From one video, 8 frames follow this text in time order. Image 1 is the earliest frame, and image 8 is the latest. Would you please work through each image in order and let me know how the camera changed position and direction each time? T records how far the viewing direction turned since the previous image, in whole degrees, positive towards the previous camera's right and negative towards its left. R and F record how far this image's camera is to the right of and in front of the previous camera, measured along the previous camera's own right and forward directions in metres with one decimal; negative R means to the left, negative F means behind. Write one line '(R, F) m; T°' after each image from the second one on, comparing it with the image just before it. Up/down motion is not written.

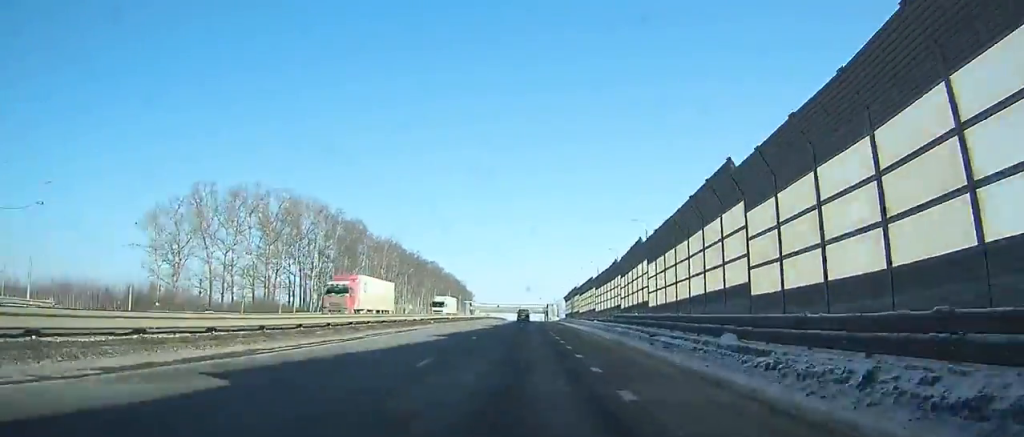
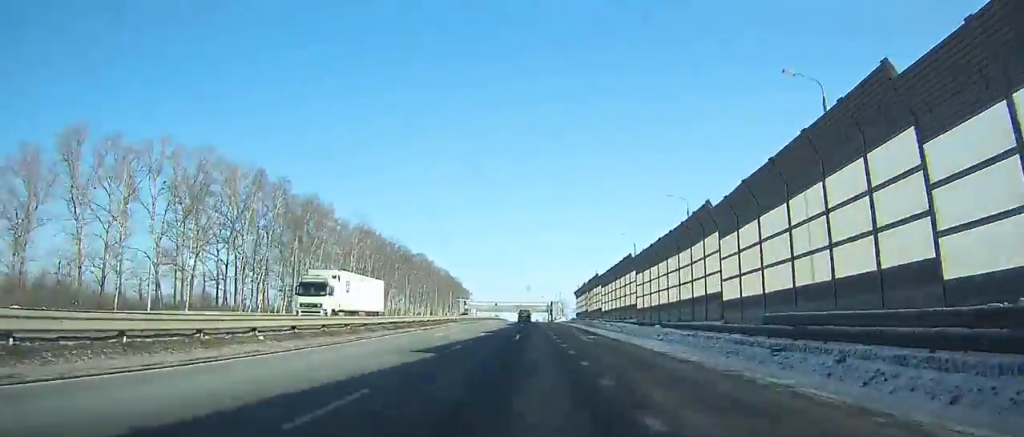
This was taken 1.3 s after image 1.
(0.0, +29.5) m; 0°
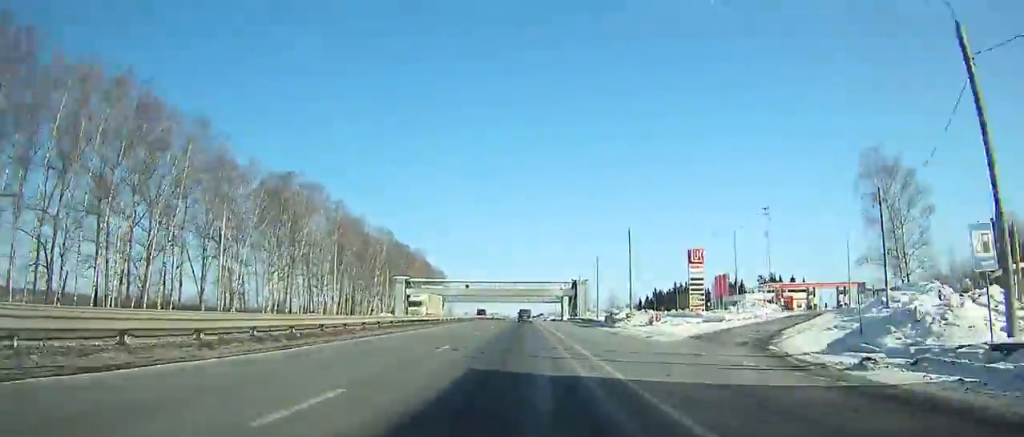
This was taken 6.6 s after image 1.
(+0.4, +114.9) m; 0°
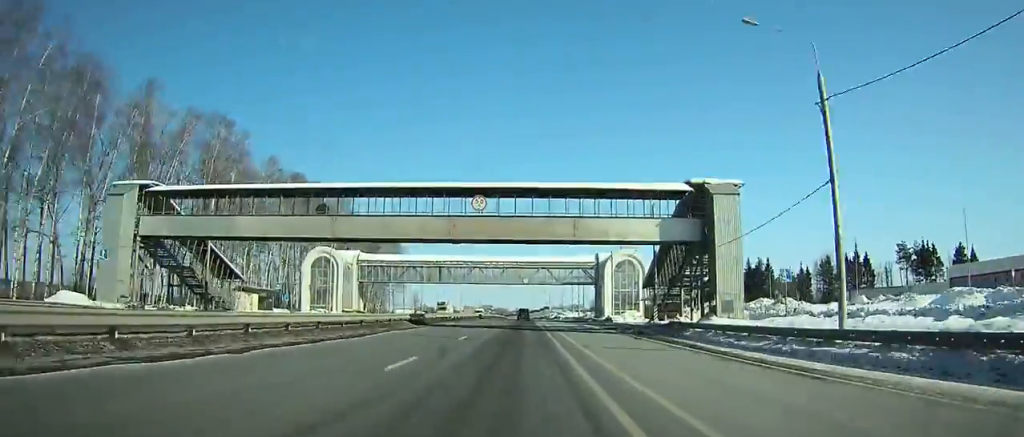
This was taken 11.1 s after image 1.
(-0.4, +87.9) m; 0°
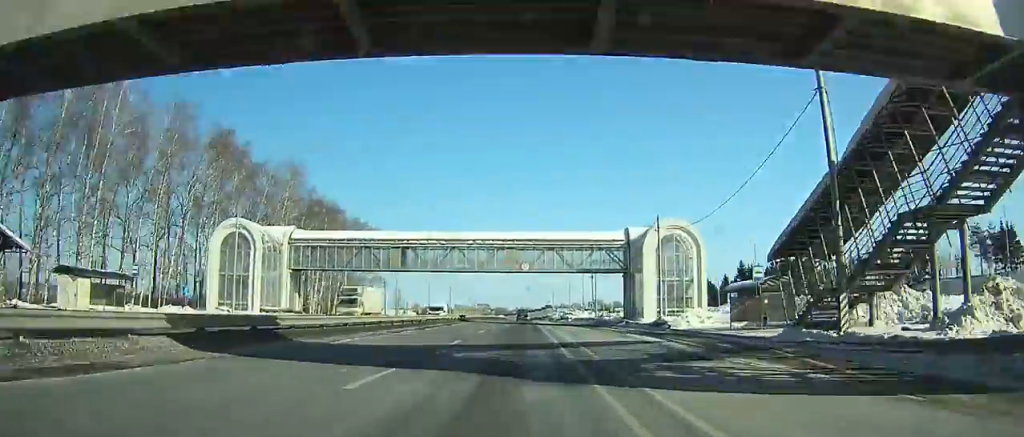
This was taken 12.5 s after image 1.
(0.0, +26.1) m; 0°
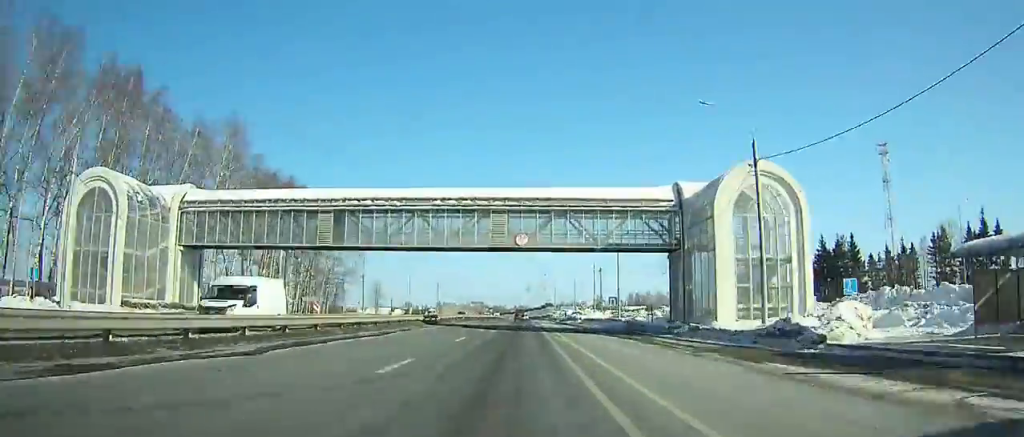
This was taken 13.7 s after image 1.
(0.0, +21.6) m; 0°
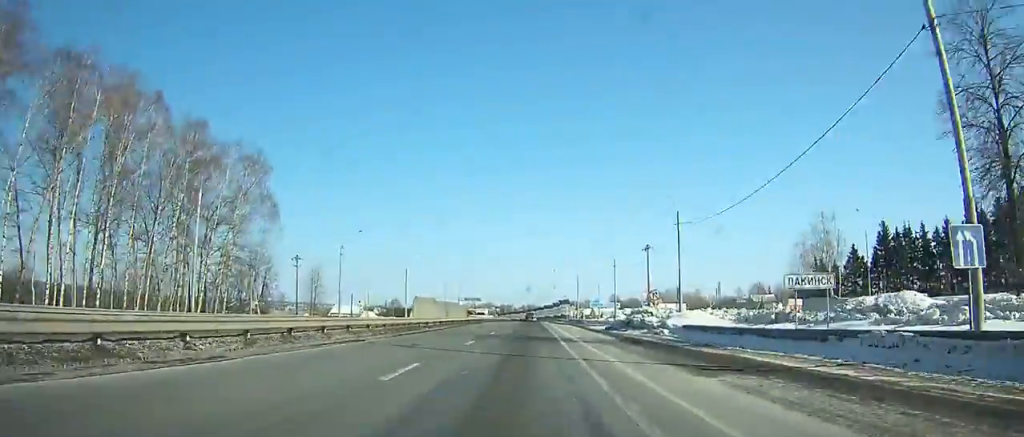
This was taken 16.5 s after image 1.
(+0.1, +49.7) m; 0°
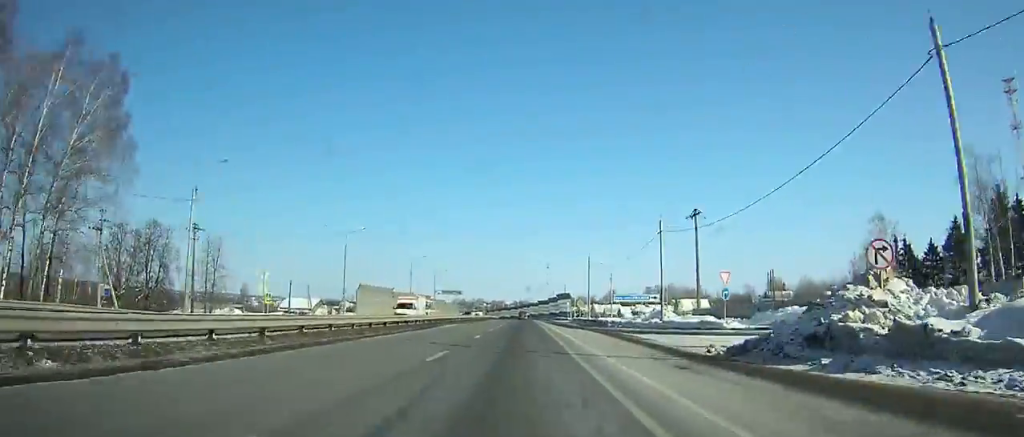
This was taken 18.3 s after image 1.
(+0.1, +31.4) m; 0°
